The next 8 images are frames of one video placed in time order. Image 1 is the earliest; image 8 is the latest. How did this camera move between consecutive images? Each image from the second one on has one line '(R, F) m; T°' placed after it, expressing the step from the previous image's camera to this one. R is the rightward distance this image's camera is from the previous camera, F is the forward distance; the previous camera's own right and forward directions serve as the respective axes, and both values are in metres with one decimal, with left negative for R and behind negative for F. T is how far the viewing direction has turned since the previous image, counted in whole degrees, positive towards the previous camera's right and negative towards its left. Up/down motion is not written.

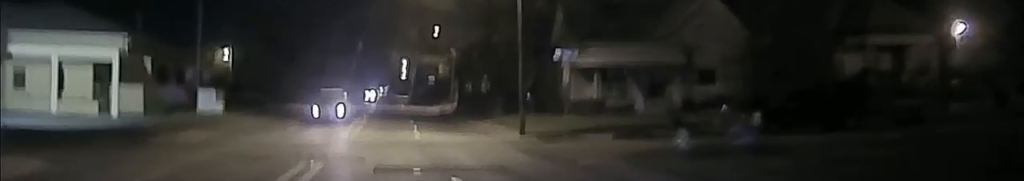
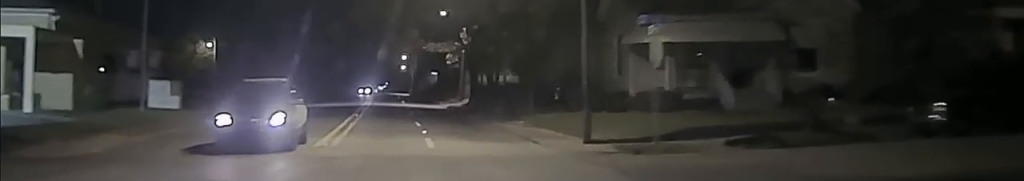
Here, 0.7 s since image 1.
(0.0, +12.7) m; 0°
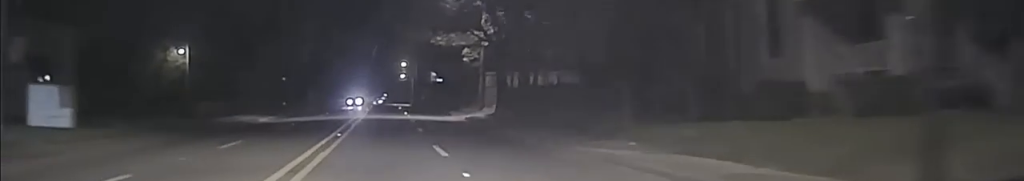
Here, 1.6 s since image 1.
(0.0, +16.3) m; -1°
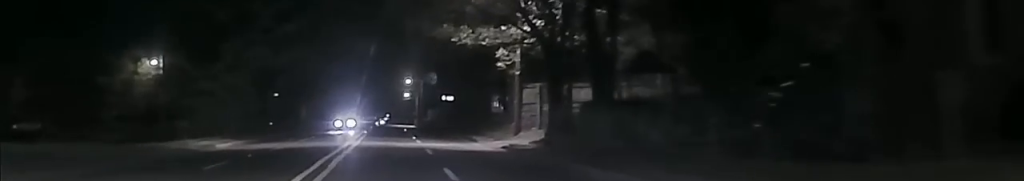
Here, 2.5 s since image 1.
(-0.2, +14.8) m; -1°
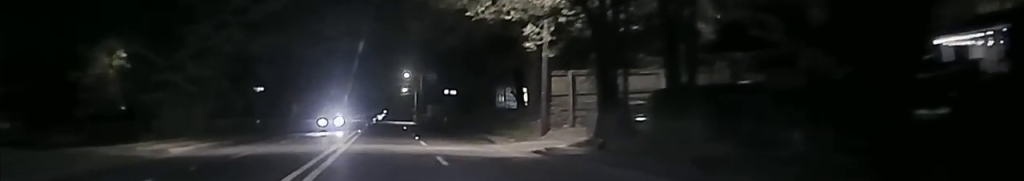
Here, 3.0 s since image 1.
(0.0, +8.4) m; 0°
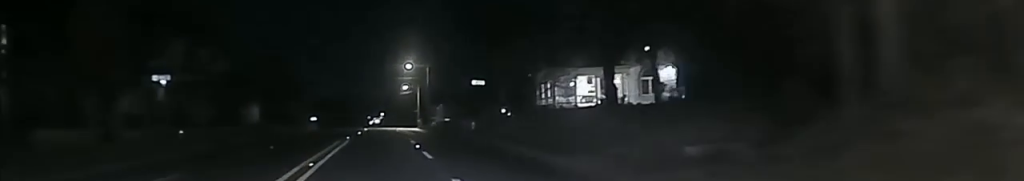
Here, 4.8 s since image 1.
(+0.5, +31.8) m; +2°
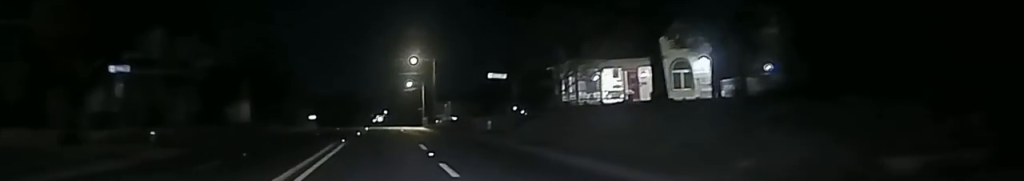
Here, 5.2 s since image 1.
(0.0, +8.0) m; -1°
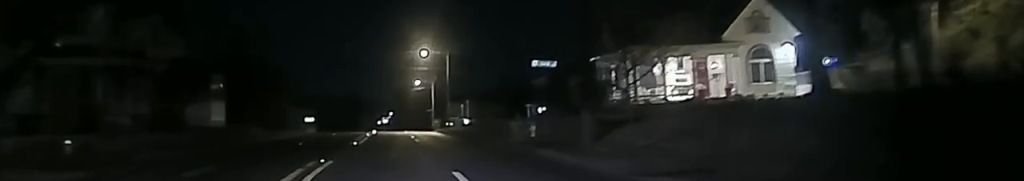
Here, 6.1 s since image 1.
(-0.1, +14.2) m; -1°
